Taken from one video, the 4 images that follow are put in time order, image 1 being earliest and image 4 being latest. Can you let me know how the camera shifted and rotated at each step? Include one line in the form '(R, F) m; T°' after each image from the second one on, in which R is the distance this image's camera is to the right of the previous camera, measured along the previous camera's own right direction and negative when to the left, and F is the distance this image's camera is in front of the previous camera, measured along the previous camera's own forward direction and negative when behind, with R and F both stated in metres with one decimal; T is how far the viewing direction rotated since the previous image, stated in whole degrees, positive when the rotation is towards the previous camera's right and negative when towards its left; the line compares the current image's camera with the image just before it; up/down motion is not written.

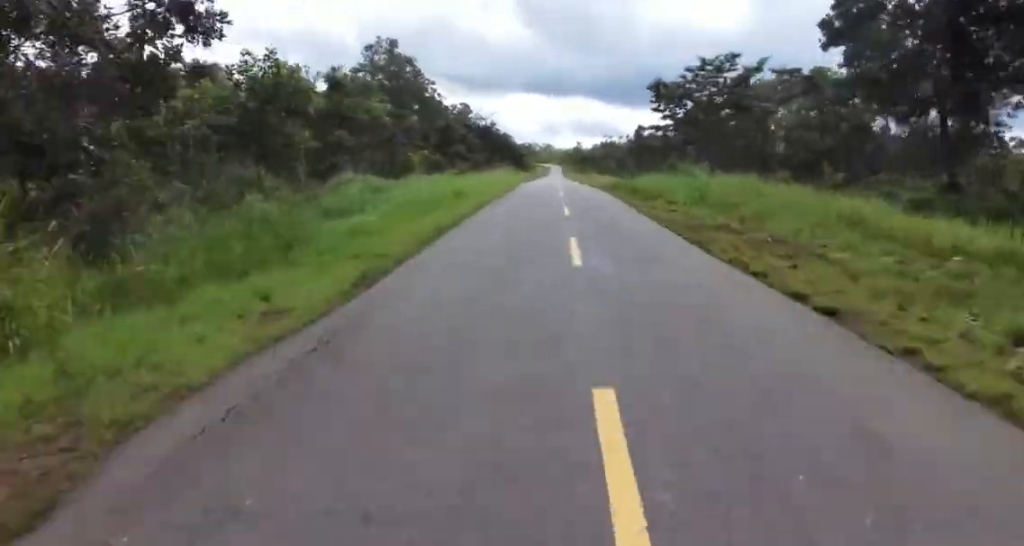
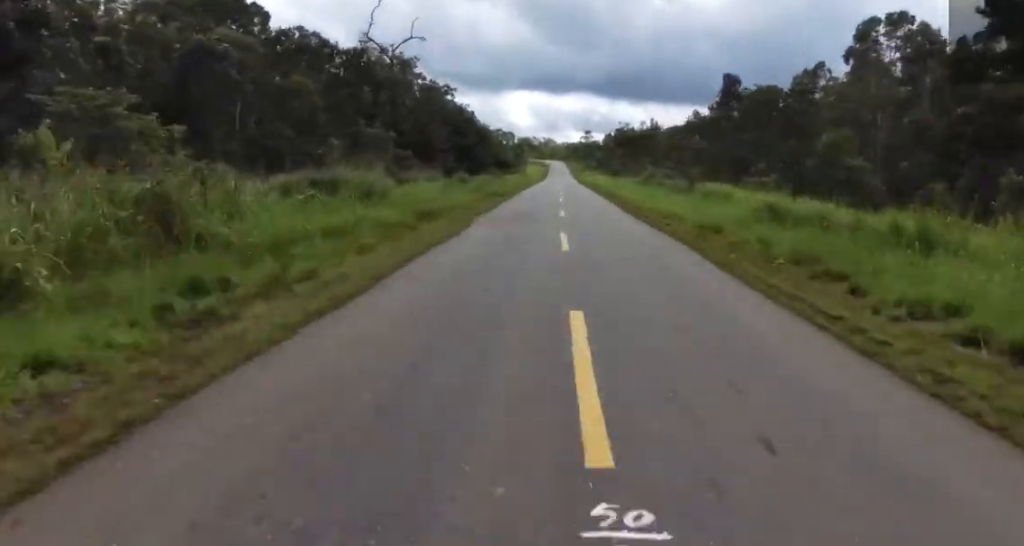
(-1.0, +82.3) m; +3°
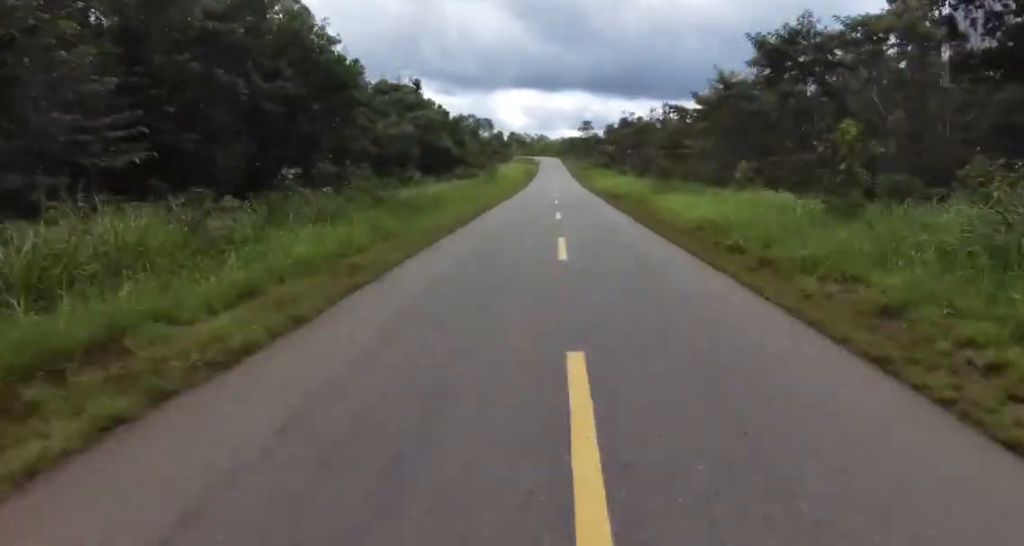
(+2.0, +42.1) m; -1°
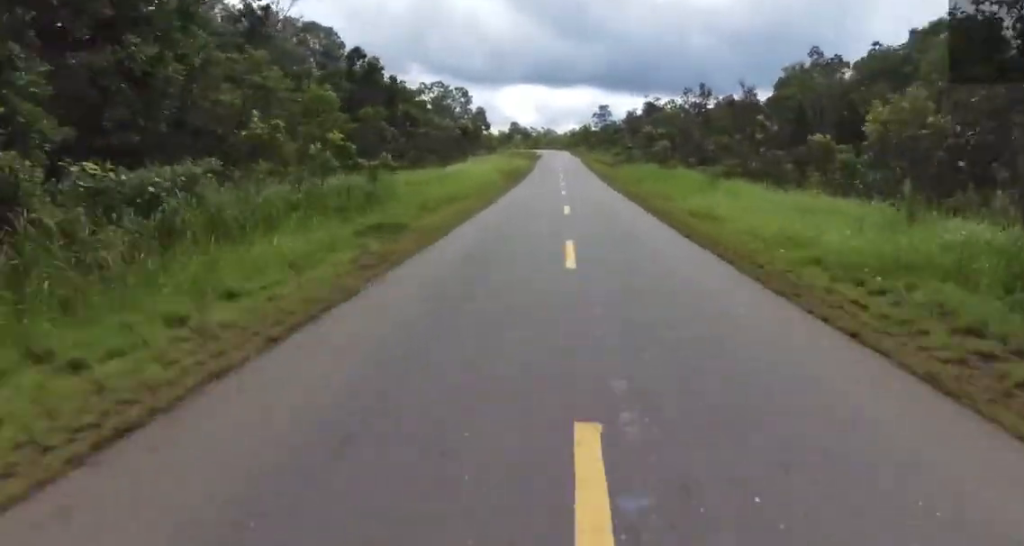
(-1.6, +42.2) m; 0°
